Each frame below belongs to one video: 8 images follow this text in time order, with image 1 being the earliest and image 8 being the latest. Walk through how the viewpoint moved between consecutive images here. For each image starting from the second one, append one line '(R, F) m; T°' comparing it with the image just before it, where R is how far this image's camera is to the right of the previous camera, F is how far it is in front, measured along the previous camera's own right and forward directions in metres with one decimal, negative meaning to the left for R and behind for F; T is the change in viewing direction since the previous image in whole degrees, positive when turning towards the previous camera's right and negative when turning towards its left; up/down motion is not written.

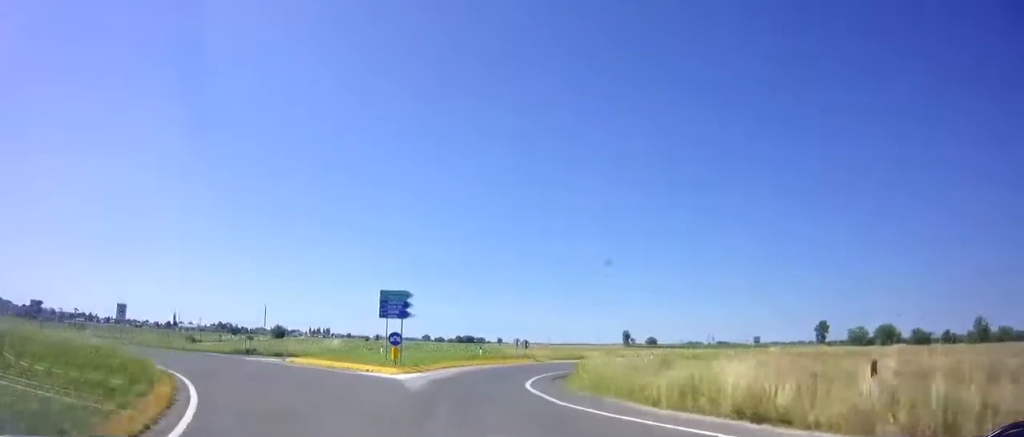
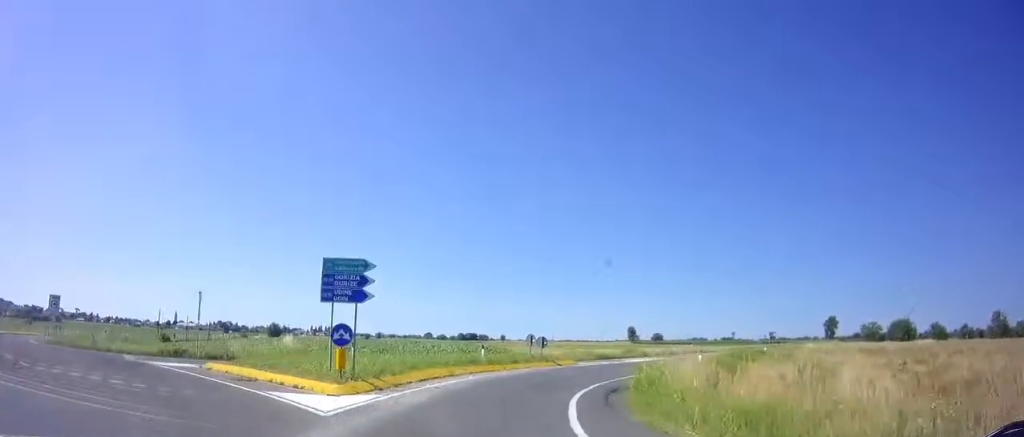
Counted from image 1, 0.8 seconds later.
(+0.4, +9.2) m; +7°
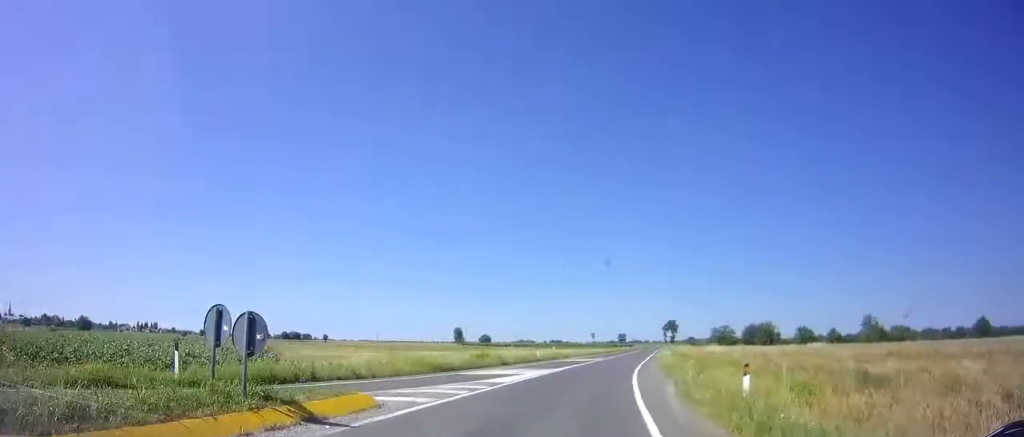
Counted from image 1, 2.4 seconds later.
(+3.1, +20.1) m; +17°
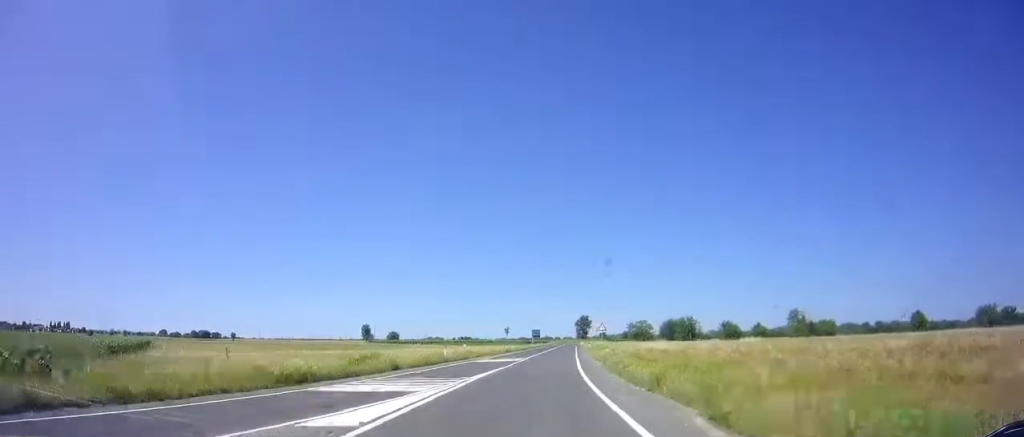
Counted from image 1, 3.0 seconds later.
(+0.6, +9.2) m; +3°
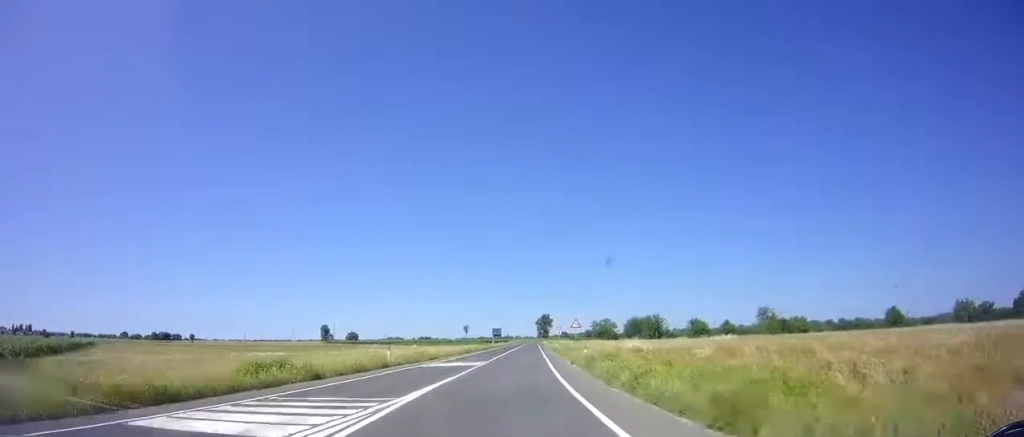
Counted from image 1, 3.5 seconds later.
(+0.1, +6.6) m; +2°
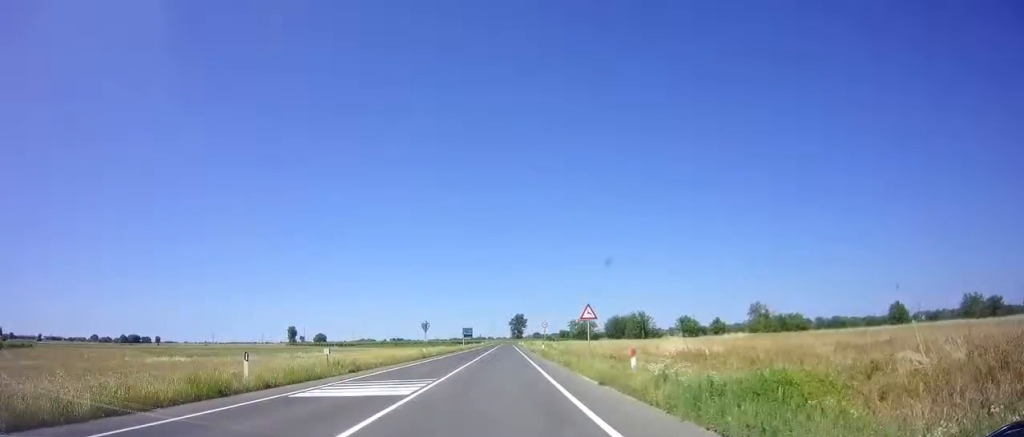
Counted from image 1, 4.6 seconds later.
(+0.3, +16.1) m; +1°
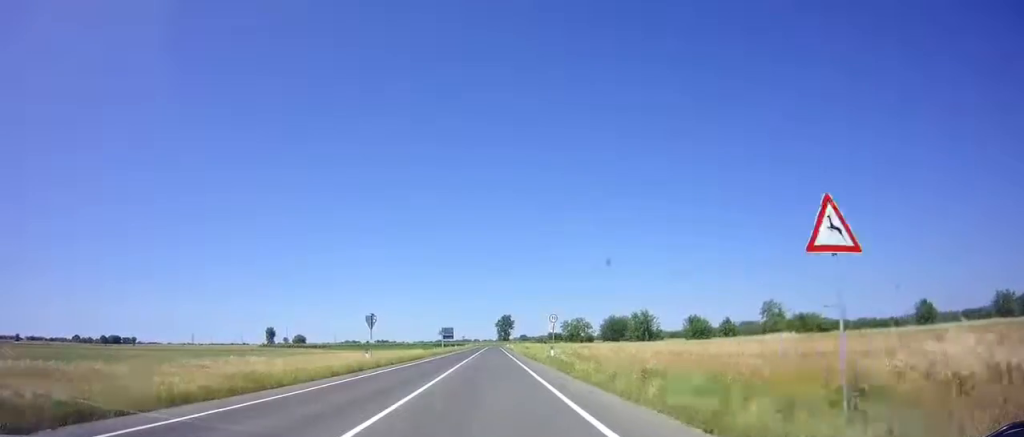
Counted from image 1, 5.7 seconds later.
(0.0, +18.1) m; +1°
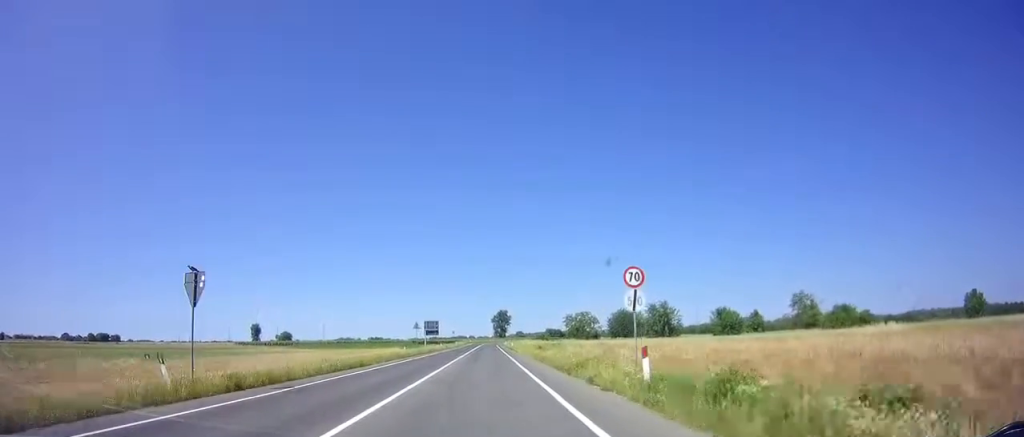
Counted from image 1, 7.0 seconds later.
(+0.1, +21.1) m; -1°
